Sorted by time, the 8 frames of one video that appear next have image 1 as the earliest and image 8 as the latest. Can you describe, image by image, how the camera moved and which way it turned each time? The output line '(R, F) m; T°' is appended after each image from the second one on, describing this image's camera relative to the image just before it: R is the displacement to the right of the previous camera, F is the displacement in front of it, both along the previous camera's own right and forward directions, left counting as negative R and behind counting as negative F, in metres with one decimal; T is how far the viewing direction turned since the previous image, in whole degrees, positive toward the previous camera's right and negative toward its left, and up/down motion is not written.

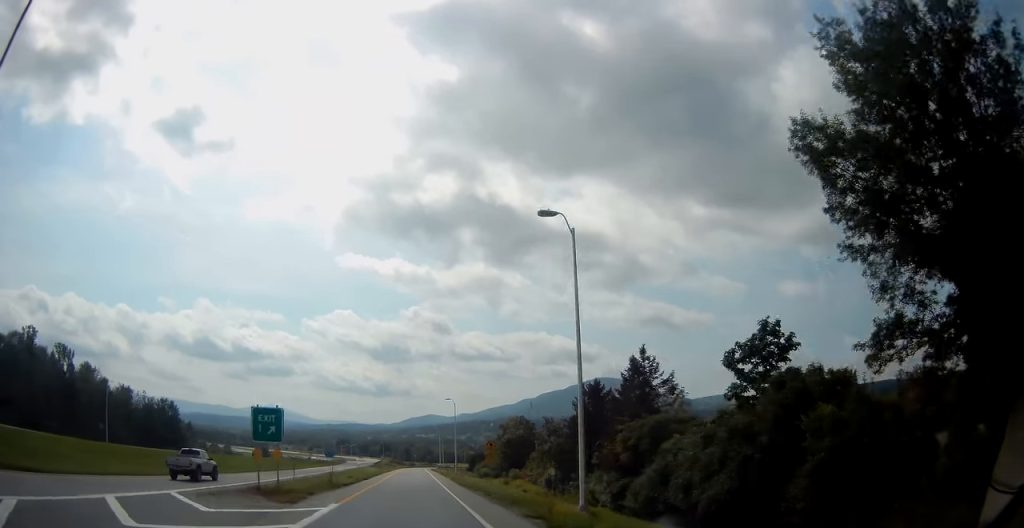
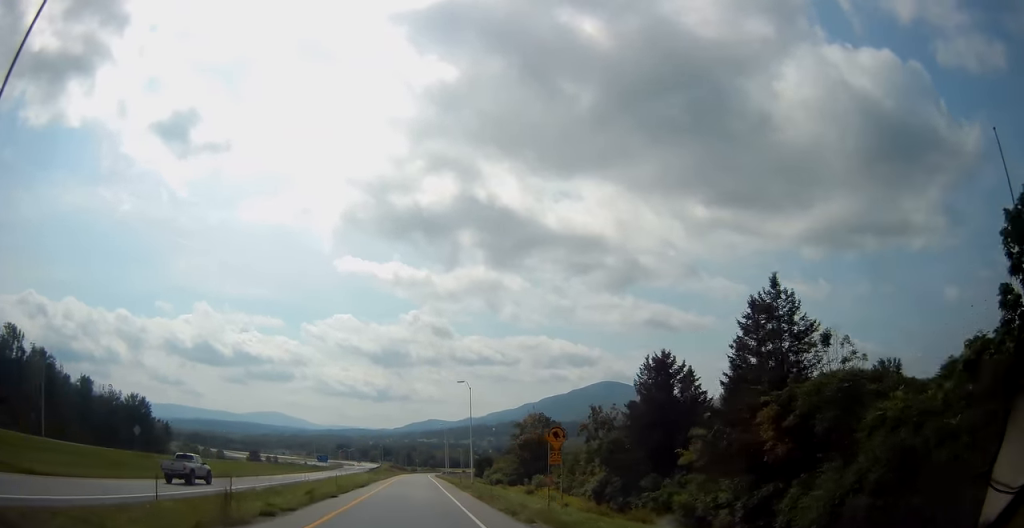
(+0.3, +20.9) m; 0°
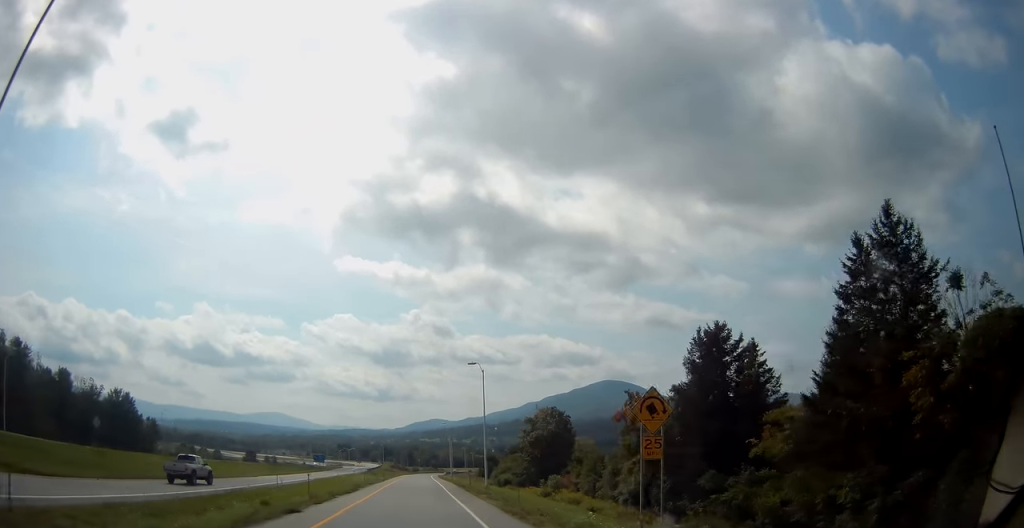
(-0.3, +10.4) m; 0°
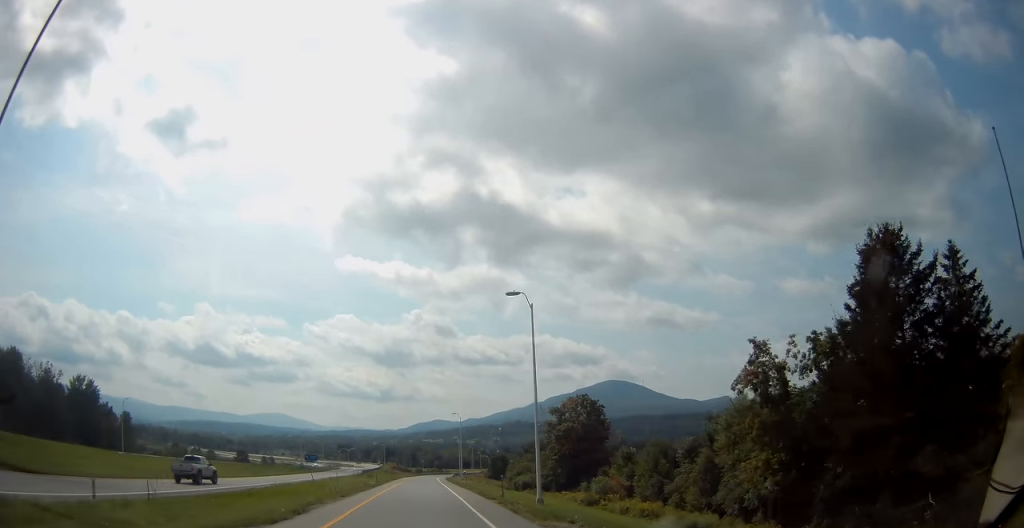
(0.0, +19.8) m; 0°
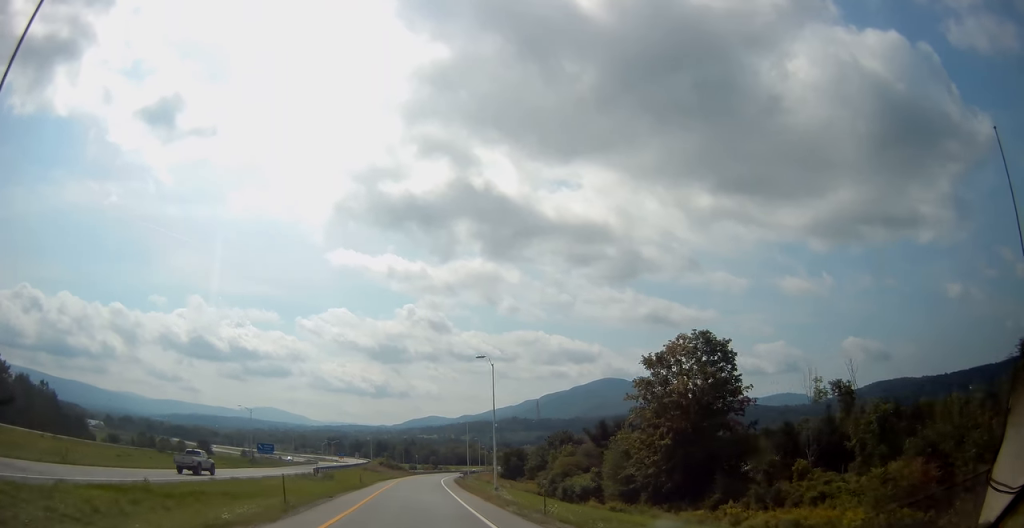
(+0.3, +43.5) m; +1°
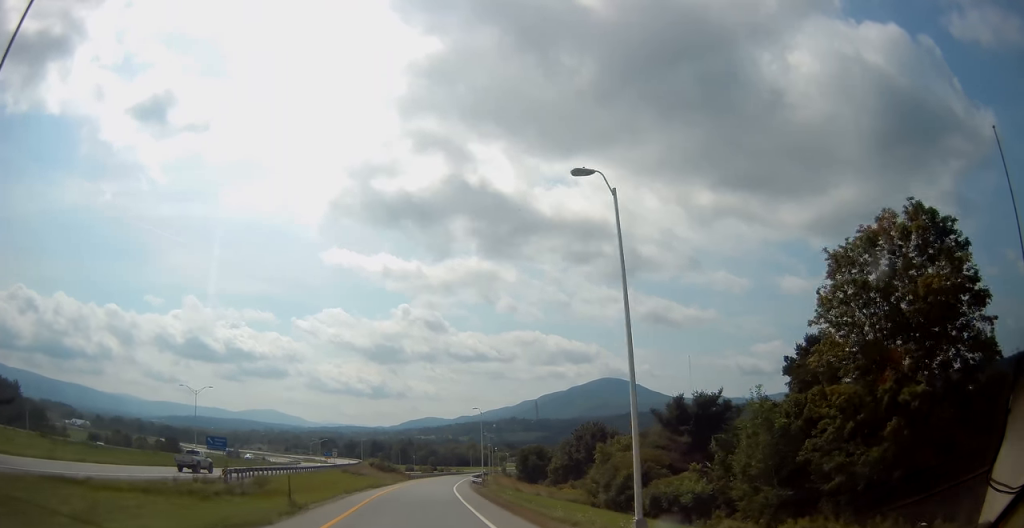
(+0.3, +29.2) m; +1°
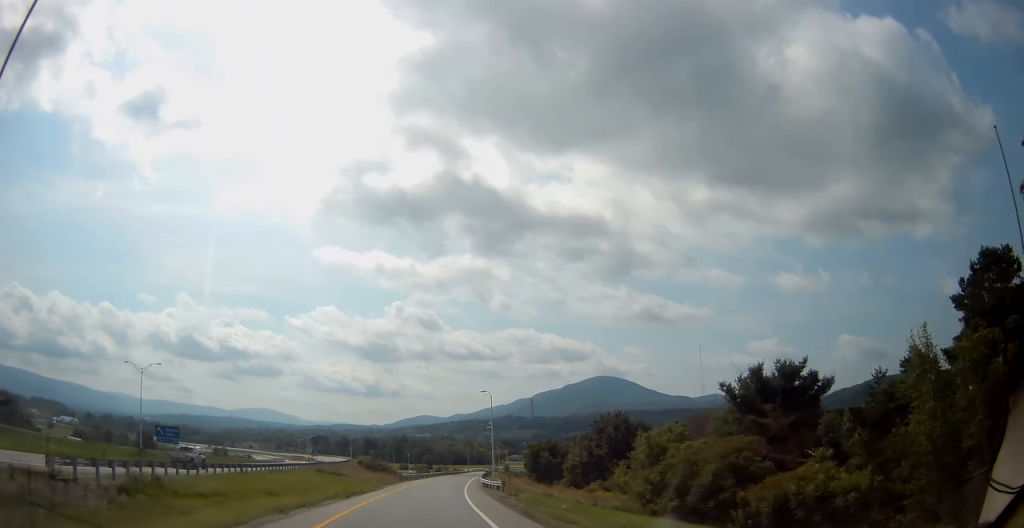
(0.0, +17.8) m; 0°
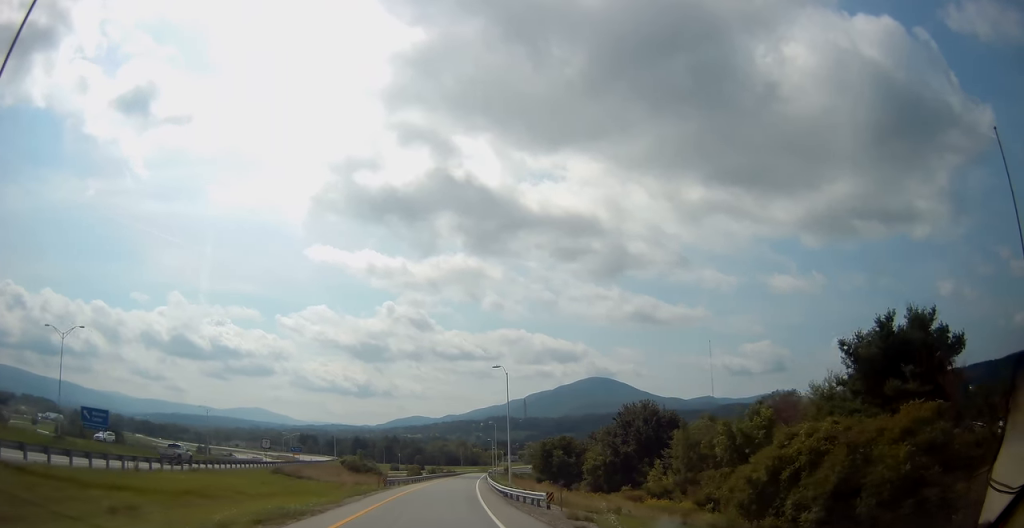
(0.0, +17.7) m; +1°
